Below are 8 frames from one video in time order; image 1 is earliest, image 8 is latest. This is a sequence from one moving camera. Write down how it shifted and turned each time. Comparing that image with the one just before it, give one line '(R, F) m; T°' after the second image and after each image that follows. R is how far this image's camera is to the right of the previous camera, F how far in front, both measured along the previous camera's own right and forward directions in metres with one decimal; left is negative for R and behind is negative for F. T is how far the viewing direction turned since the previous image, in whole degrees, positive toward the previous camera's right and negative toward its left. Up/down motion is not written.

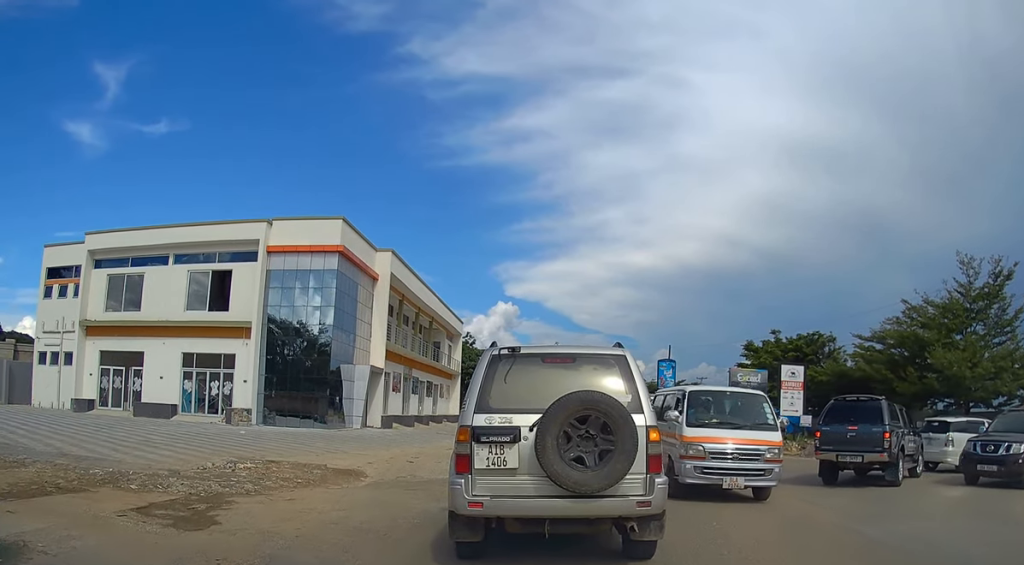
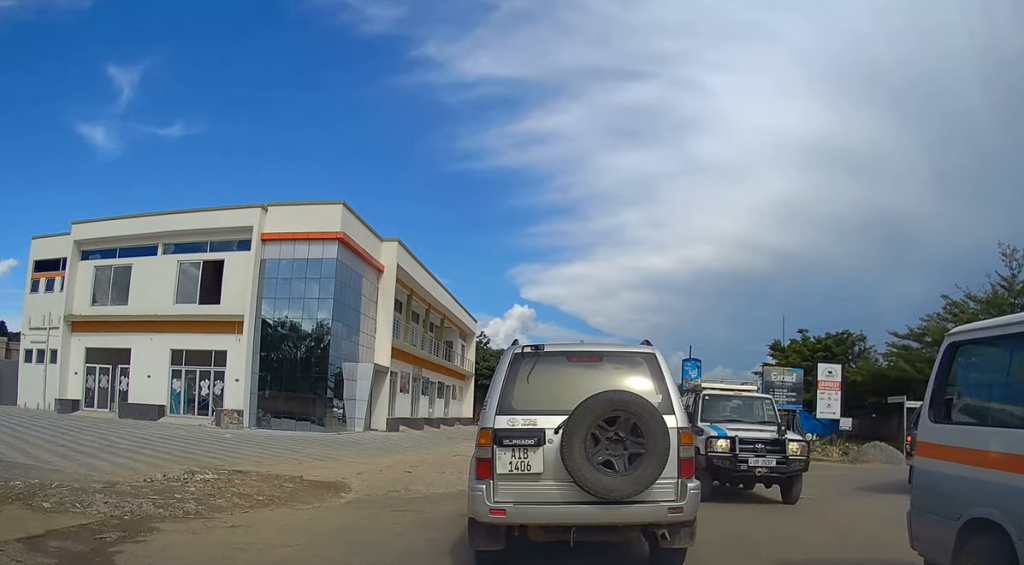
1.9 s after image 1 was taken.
(-0.1, +2.3) m; 0°
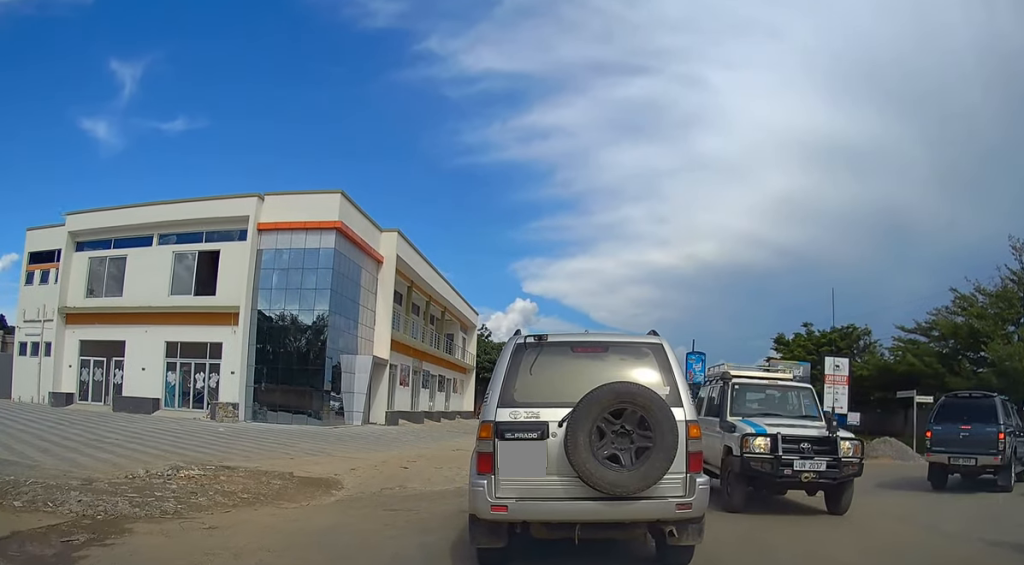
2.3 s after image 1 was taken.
(-0.1, +0.4) m; 0°
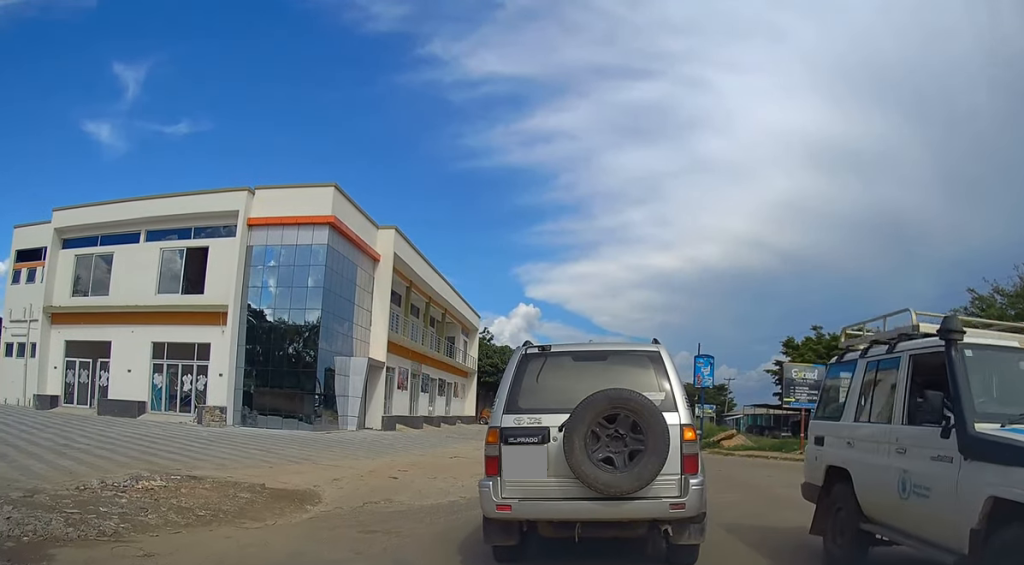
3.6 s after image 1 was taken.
(-0.2, +1.3) m; 0°
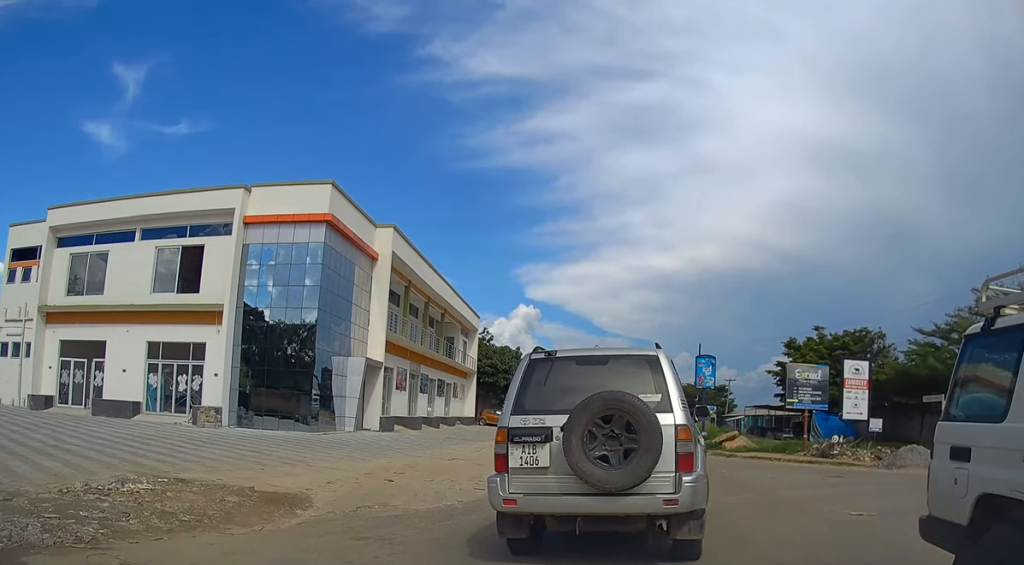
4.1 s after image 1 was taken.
(-0.1, +0.6) m; -2°
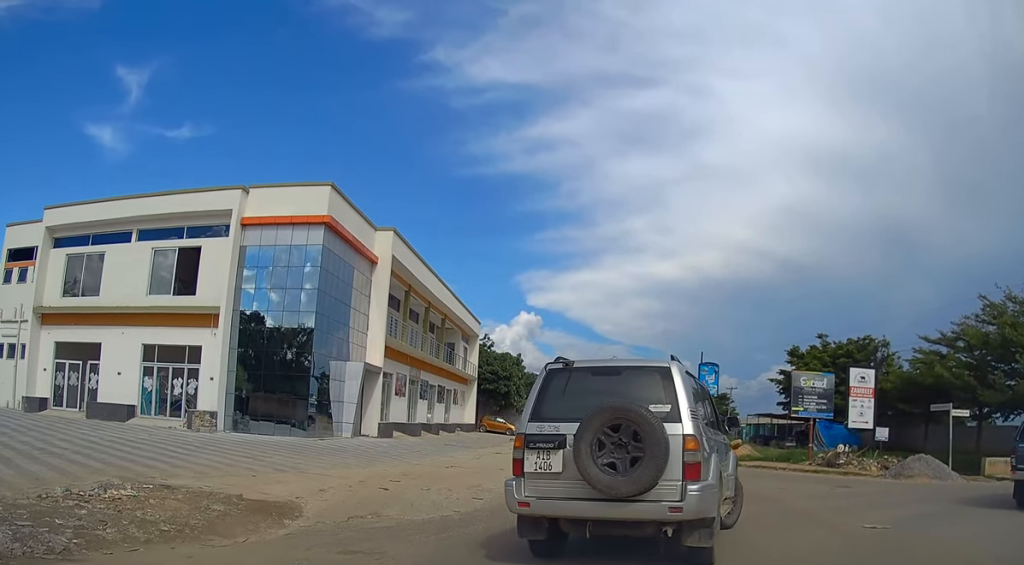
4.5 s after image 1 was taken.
(-0.1, +0.6) m; -4°
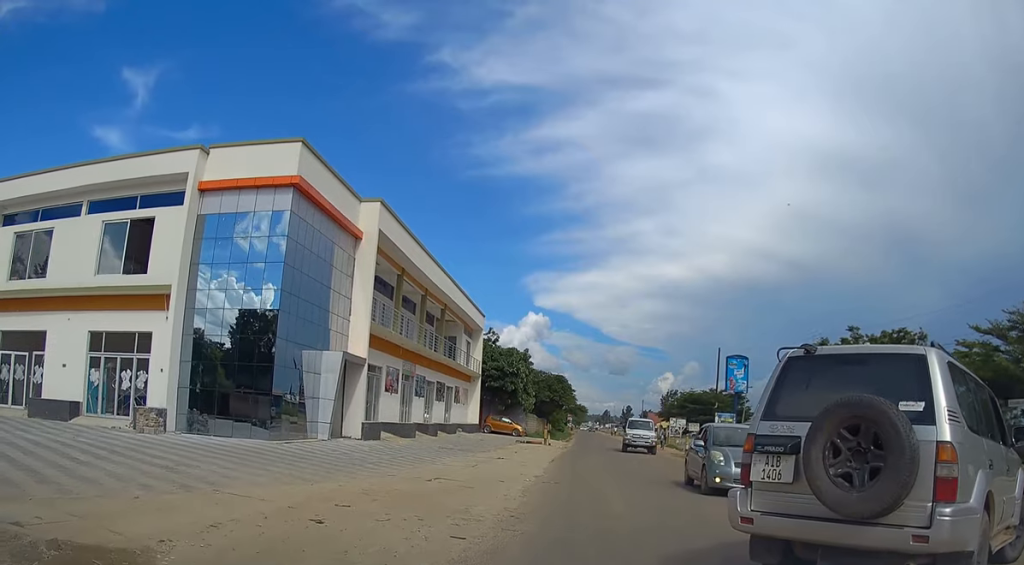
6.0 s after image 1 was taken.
(-0.1, +3.9) m; +1°
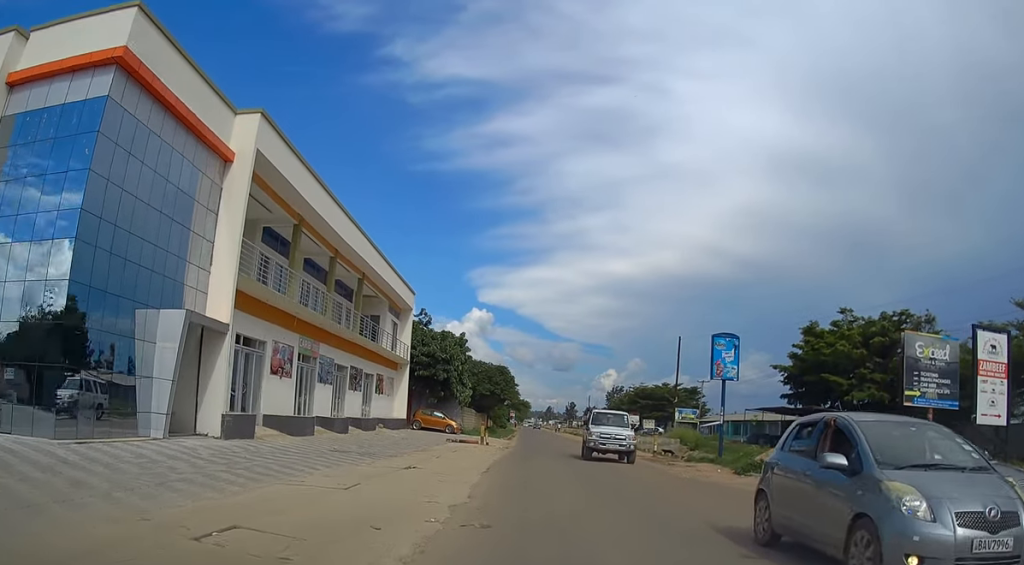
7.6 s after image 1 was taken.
(0.0, +7.7) m; 0°
